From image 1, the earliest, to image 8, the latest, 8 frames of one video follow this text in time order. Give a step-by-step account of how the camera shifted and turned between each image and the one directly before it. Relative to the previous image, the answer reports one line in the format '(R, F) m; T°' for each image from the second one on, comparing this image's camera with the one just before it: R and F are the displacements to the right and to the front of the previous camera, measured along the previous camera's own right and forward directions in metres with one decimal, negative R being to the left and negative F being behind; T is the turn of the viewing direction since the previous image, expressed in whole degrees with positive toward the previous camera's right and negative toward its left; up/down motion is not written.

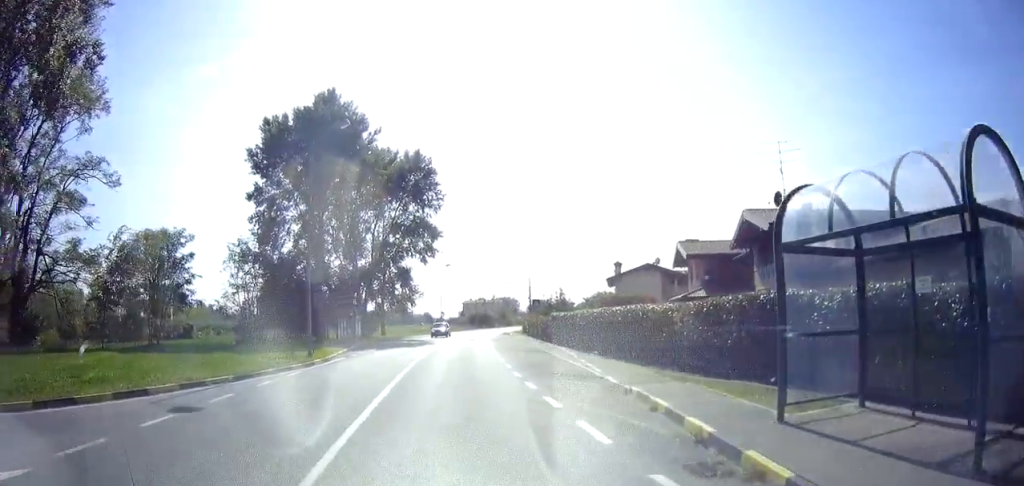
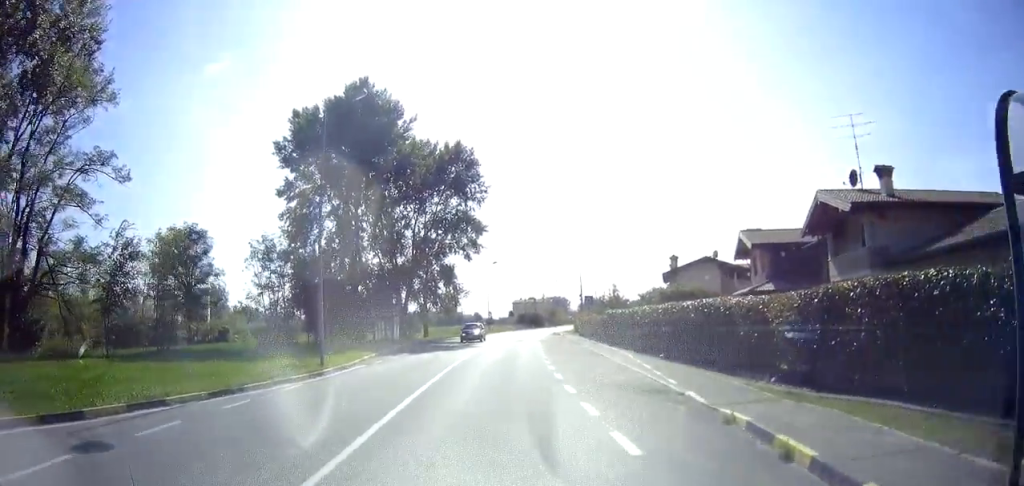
(0.0, +4.3) m; 0°
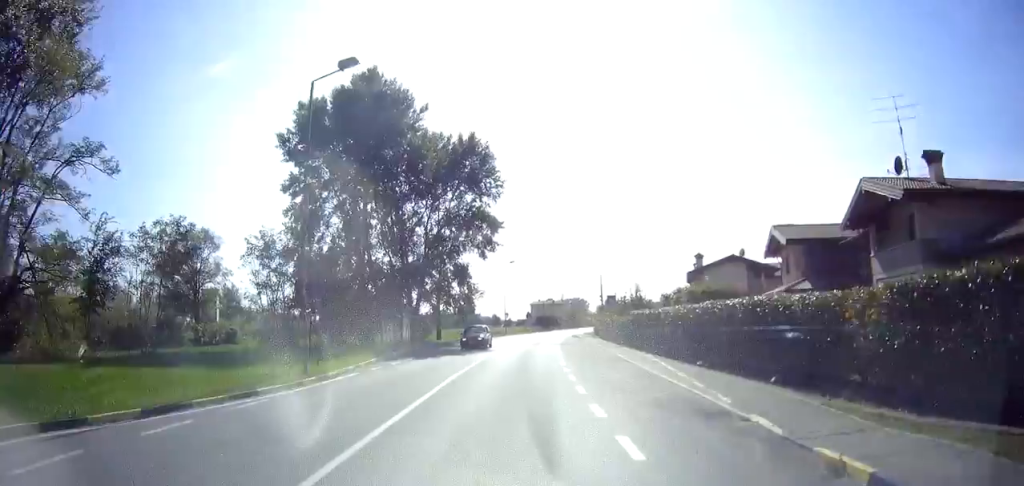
(0.0, +3.1) m; 0°
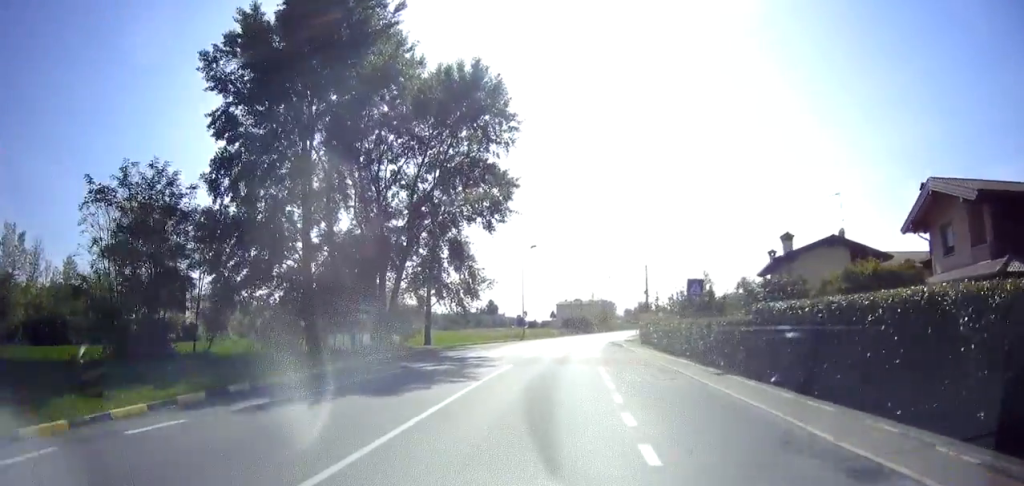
(0.0, +15.9) m; 0°
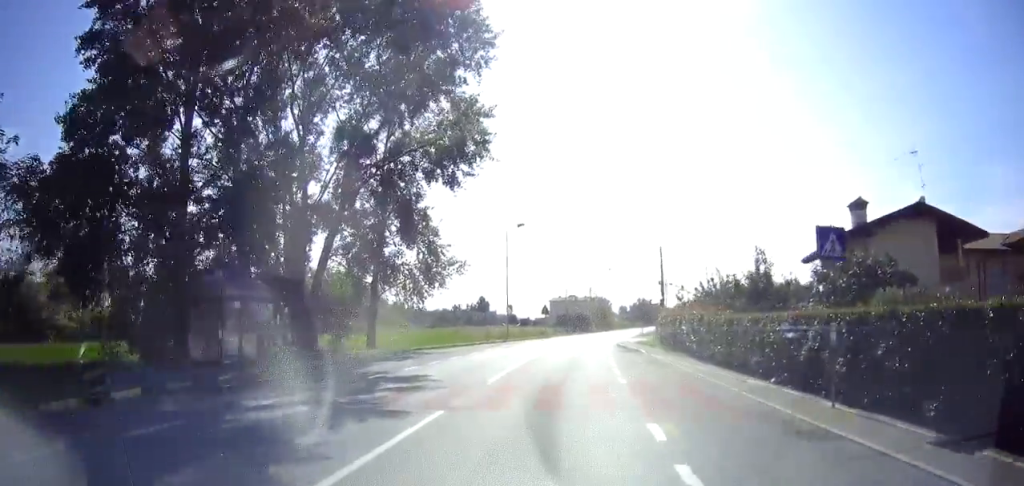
(0.0, +9.7) m; 0°
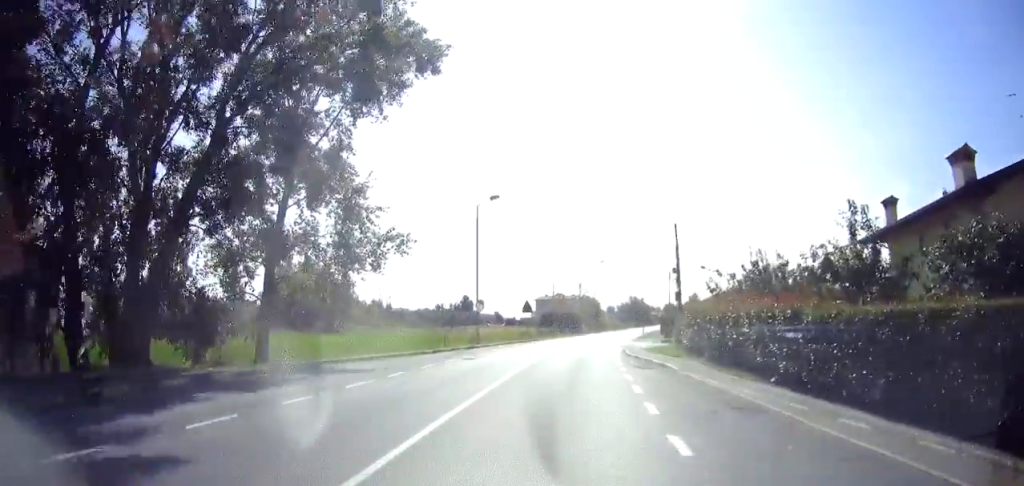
(0.0, +9.1) m; 0°
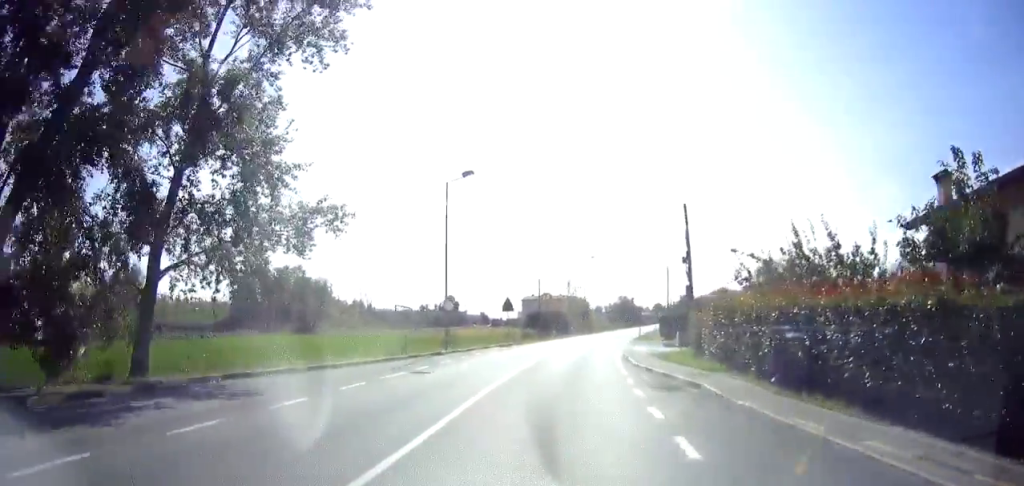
(0.0, +5.5) m; 0°
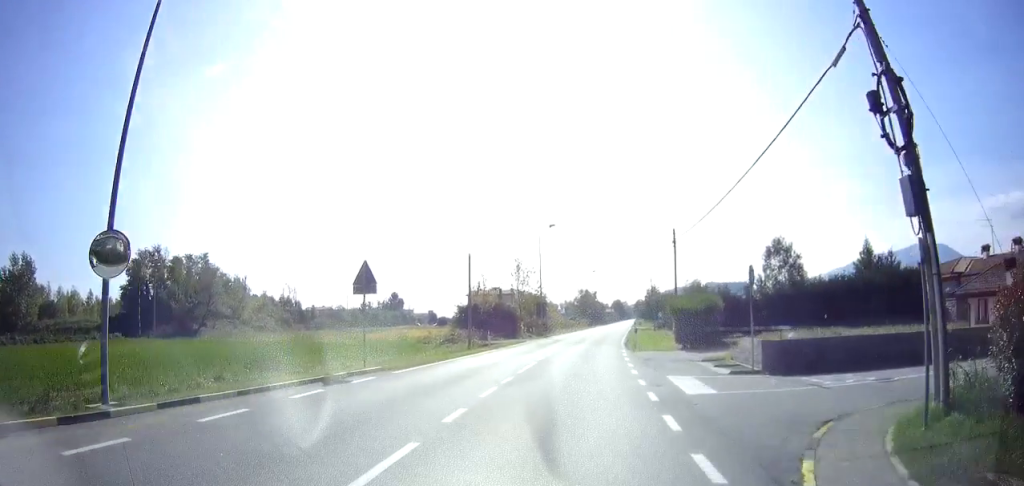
(+0.2, +18.9) m; +4°
